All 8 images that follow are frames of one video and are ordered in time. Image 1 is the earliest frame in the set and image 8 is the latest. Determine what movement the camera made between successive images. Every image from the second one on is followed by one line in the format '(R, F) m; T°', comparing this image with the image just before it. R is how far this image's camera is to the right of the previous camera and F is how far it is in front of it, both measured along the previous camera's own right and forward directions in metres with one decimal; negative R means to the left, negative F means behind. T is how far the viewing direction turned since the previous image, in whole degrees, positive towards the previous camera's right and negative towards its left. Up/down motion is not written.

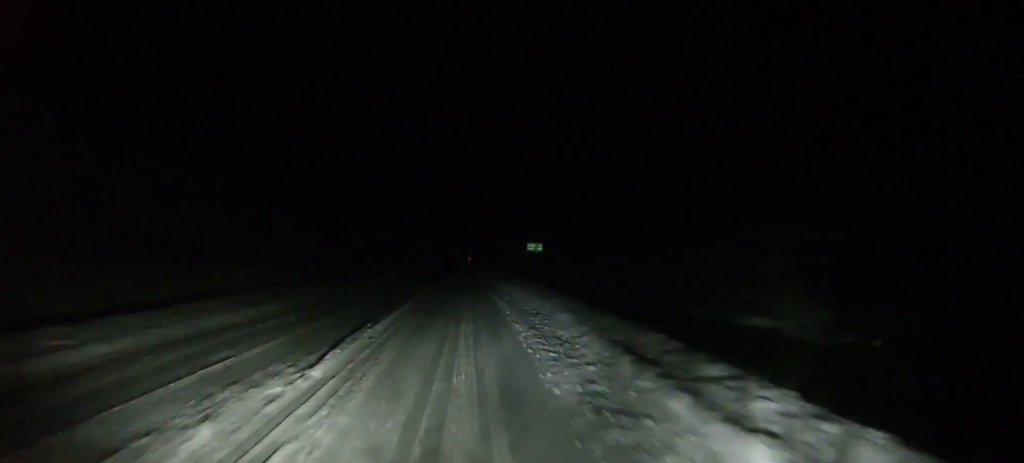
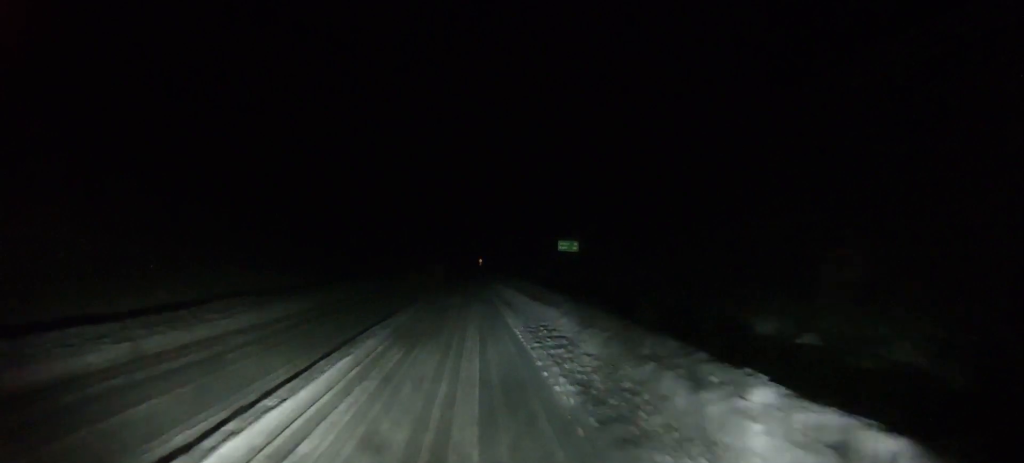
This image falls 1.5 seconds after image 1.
(0.0, +21.0) m; -1°
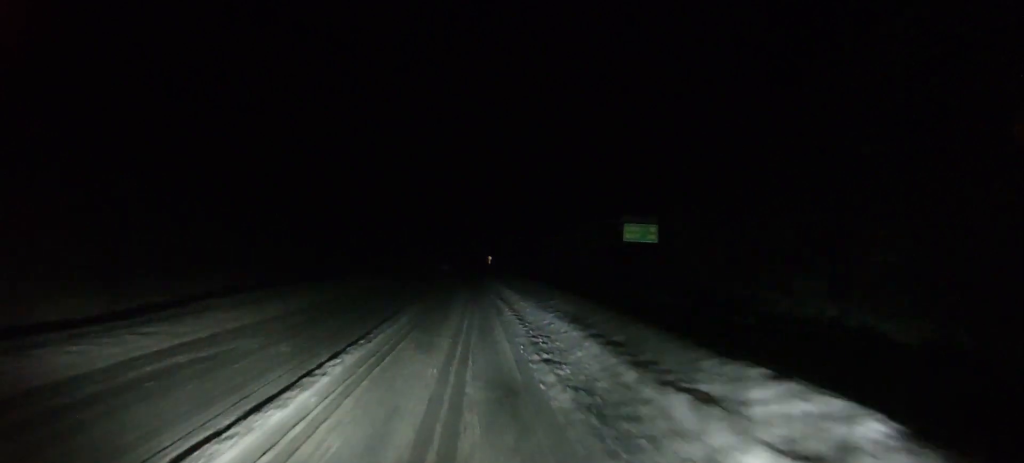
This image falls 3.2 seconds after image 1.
(-0.1, +24.2) m; -1°
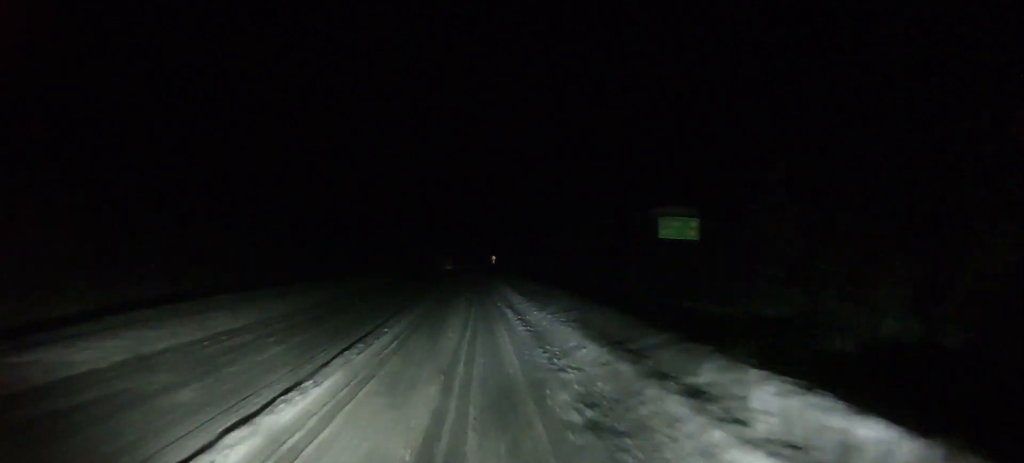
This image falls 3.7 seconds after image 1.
(0.0, +6.0) m; -1°
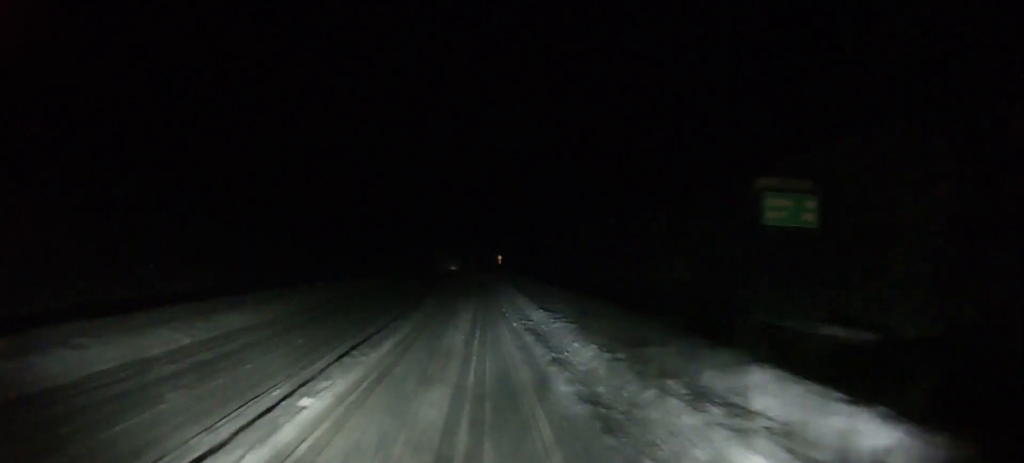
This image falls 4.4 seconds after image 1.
(-0.4, +10.2) m; -1°
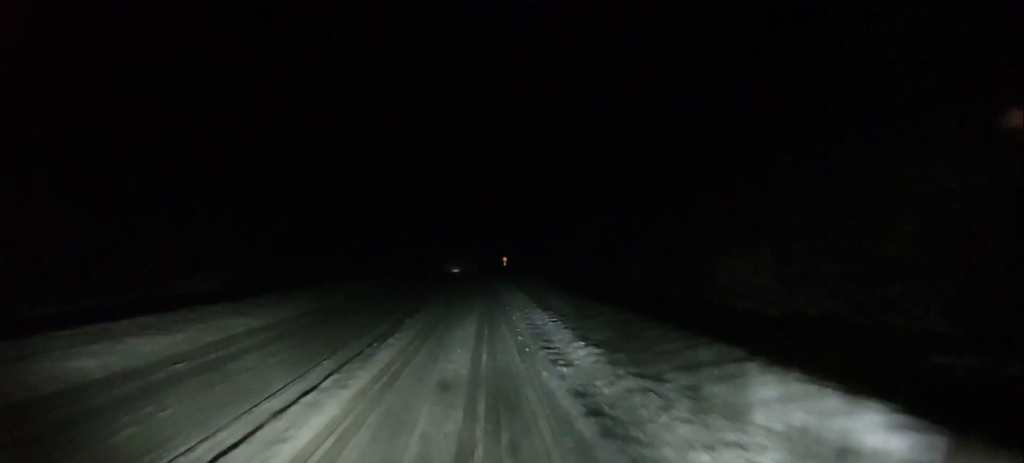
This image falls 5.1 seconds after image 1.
(+0.1, +9.8) m; 0°
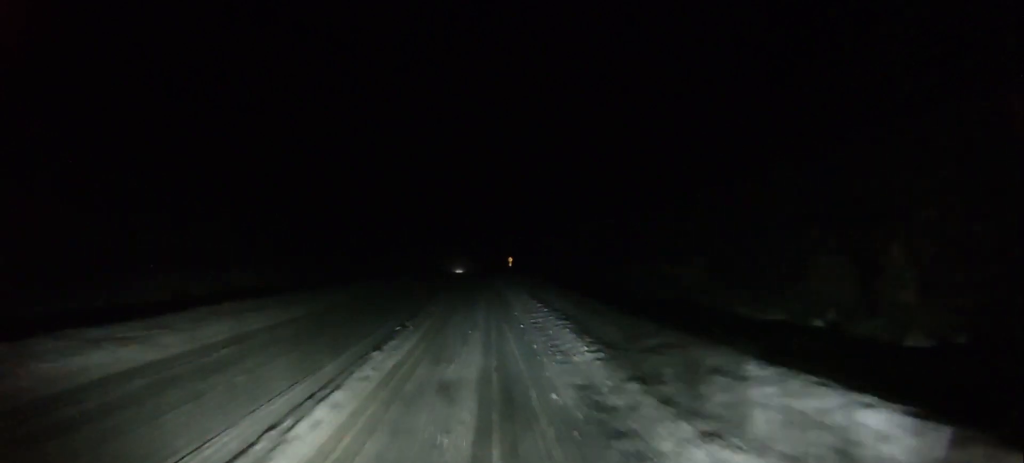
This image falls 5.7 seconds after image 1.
(0.0, +8.4) m; 0°
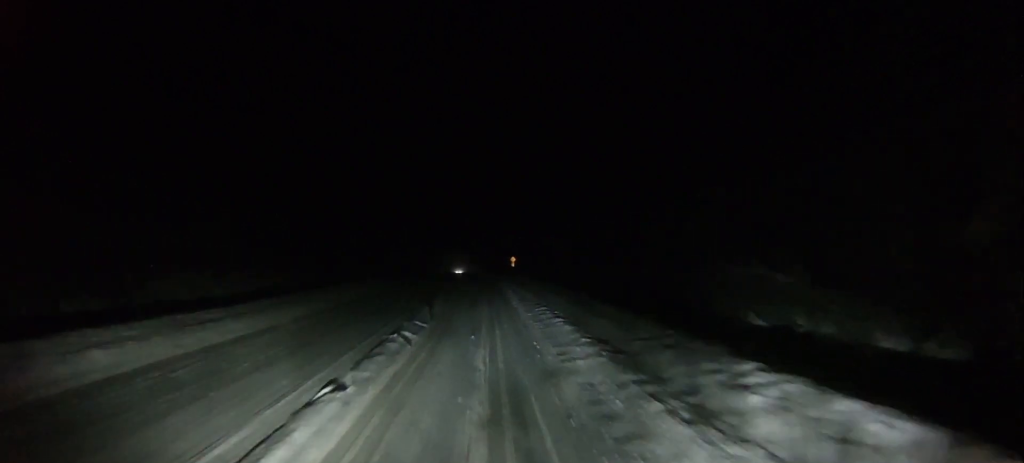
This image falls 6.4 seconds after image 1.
(-0.2, +10.3) m; -1°
